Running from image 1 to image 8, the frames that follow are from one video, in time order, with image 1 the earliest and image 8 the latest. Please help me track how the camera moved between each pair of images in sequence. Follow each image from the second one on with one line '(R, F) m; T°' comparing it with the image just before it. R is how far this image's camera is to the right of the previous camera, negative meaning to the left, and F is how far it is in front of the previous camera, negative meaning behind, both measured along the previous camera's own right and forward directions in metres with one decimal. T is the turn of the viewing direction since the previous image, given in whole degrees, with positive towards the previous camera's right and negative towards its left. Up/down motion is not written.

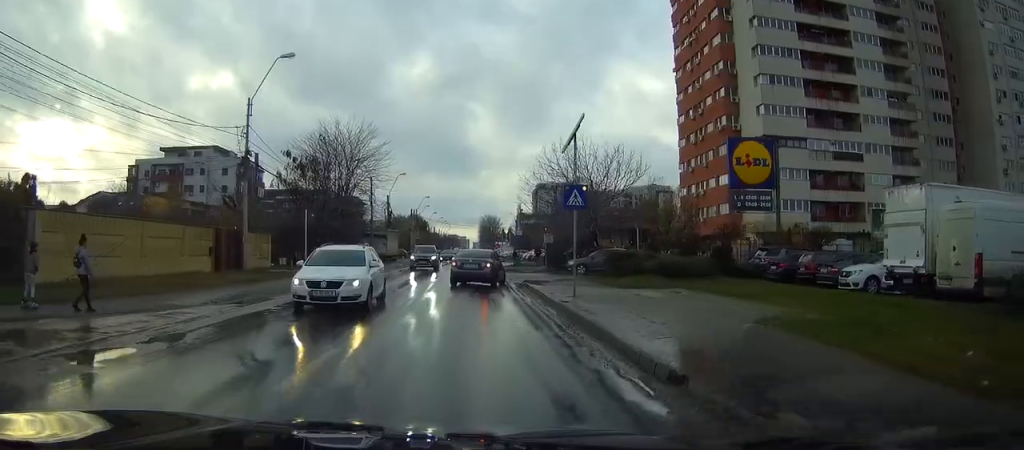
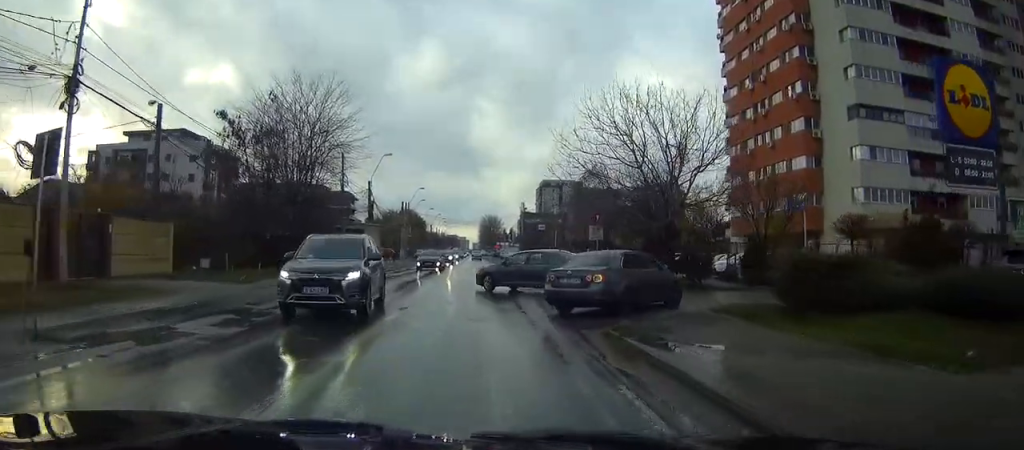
(0.0, +18.5) m; +1°
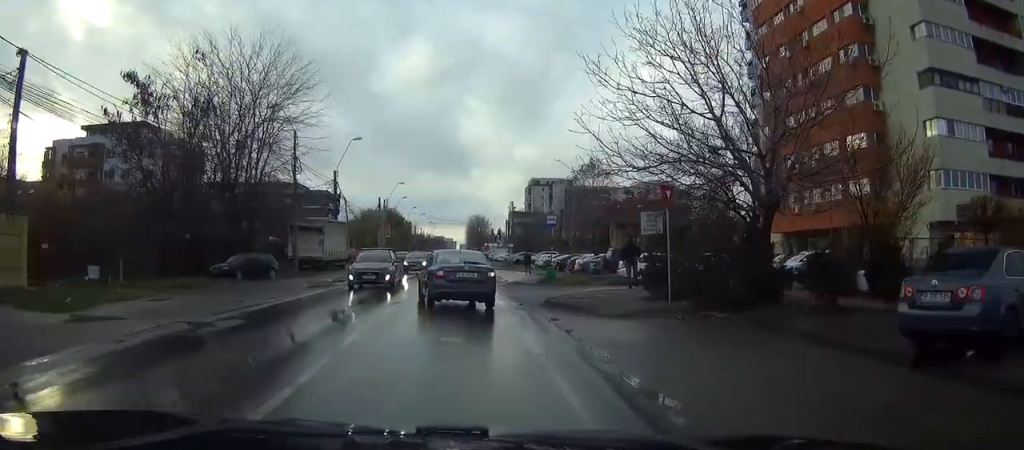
(+0.1, +12.0) m; +1°
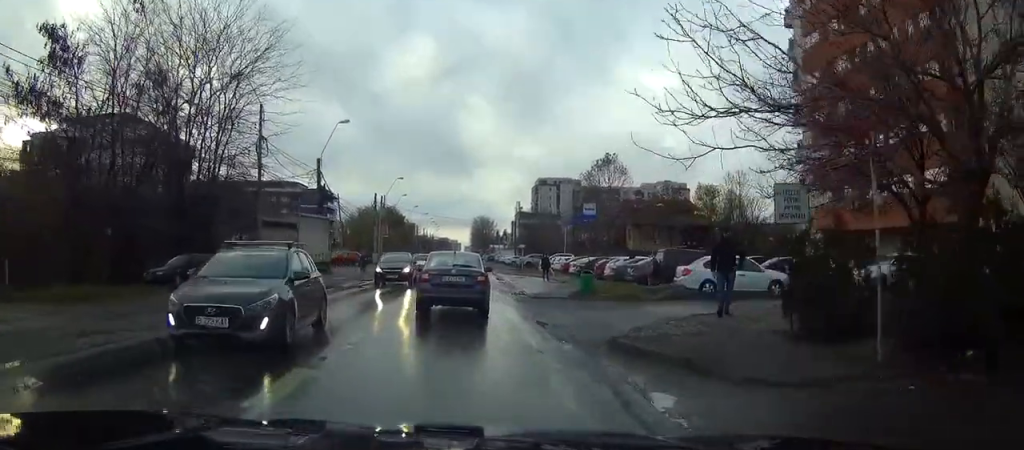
(0.0, +8.6) m; +1°
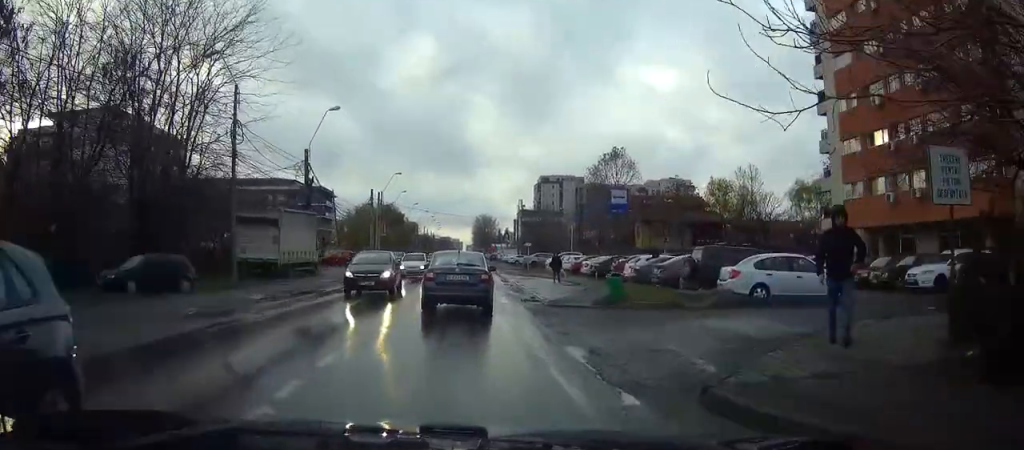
(0.0, +4.3) m; +1°
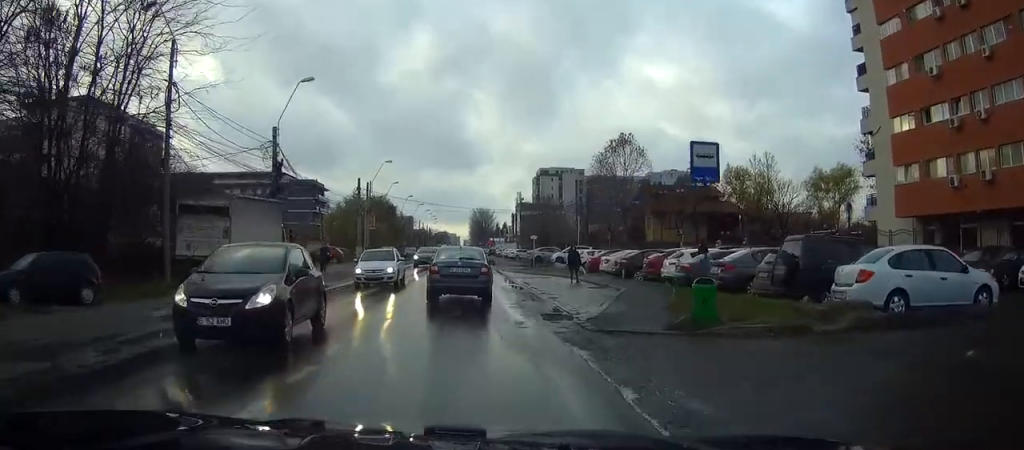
(0.0, +7.2) m; -1°
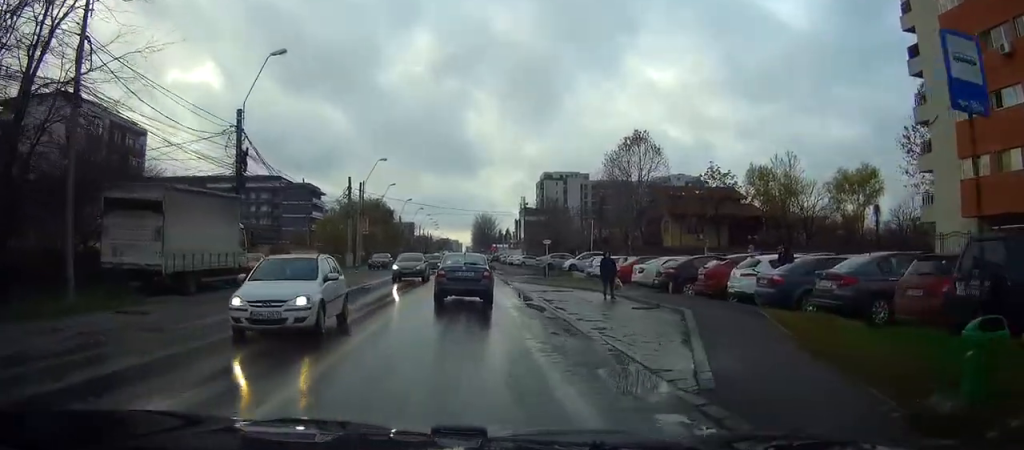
(-0.1, +6.7) m; -1°
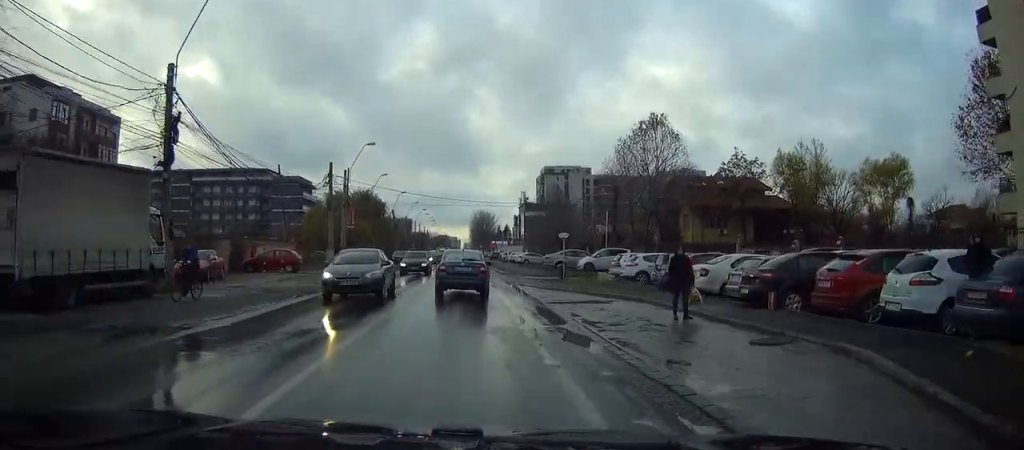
(-0.1, +8.2) m; 0°
